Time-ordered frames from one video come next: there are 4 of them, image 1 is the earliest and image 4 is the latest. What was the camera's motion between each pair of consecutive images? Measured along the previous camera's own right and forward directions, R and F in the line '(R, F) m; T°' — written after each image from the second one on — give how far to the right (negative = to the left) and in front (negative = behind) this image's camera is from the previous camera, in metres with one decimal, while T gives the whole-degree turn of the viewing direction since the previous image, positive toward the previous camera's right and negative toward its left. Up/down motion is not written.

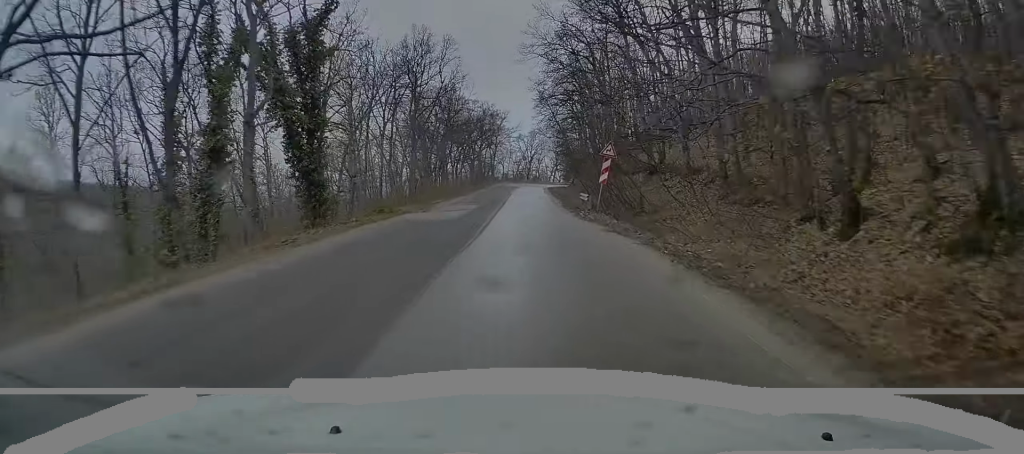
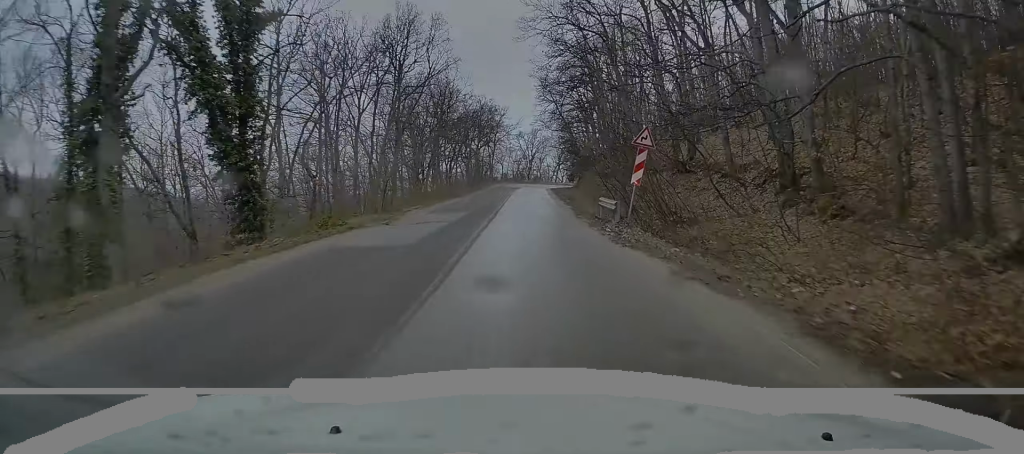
(-0.1, +7.6) m; 0°
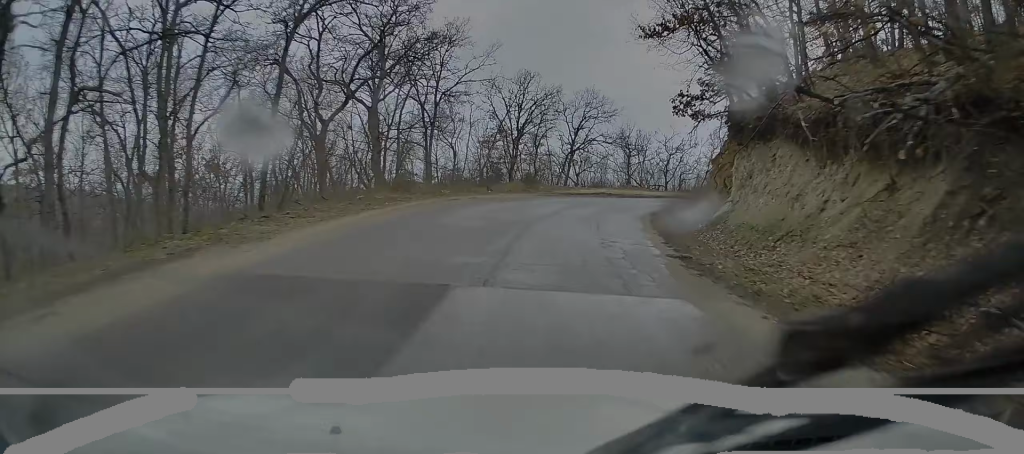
(-1.3, +64.7) m; +1°
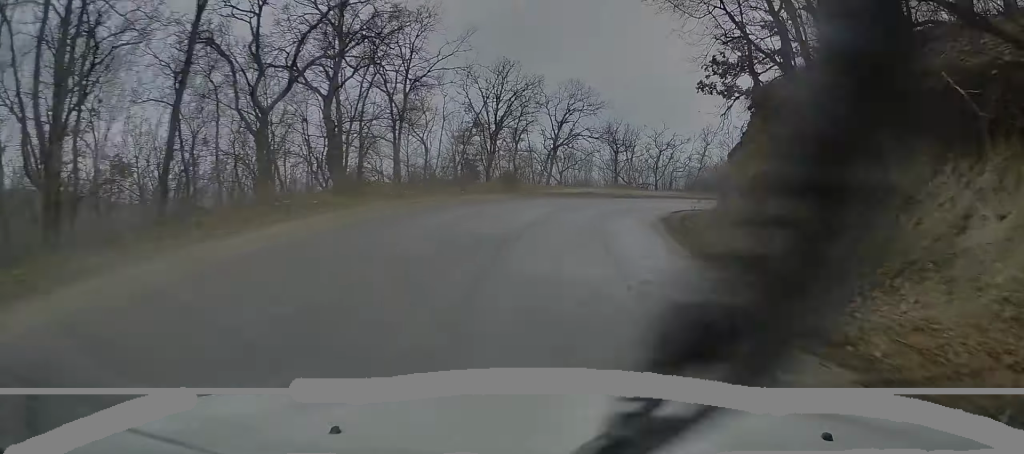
(+0.1, +5.3) m; +2°
